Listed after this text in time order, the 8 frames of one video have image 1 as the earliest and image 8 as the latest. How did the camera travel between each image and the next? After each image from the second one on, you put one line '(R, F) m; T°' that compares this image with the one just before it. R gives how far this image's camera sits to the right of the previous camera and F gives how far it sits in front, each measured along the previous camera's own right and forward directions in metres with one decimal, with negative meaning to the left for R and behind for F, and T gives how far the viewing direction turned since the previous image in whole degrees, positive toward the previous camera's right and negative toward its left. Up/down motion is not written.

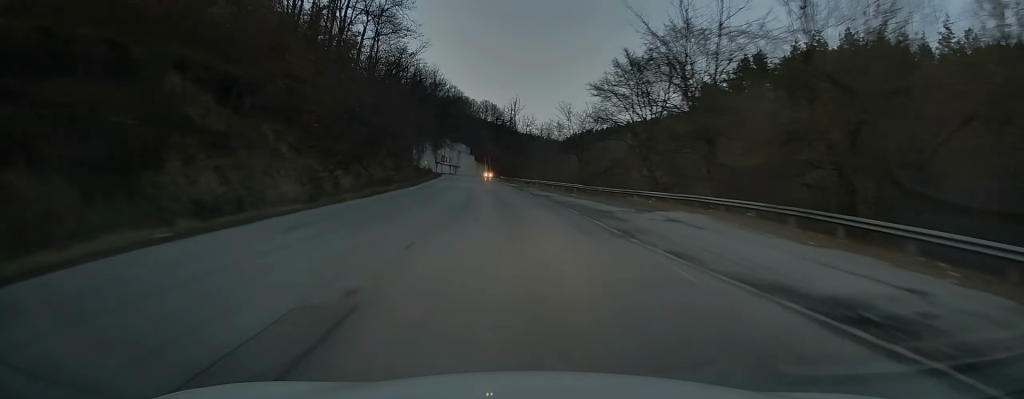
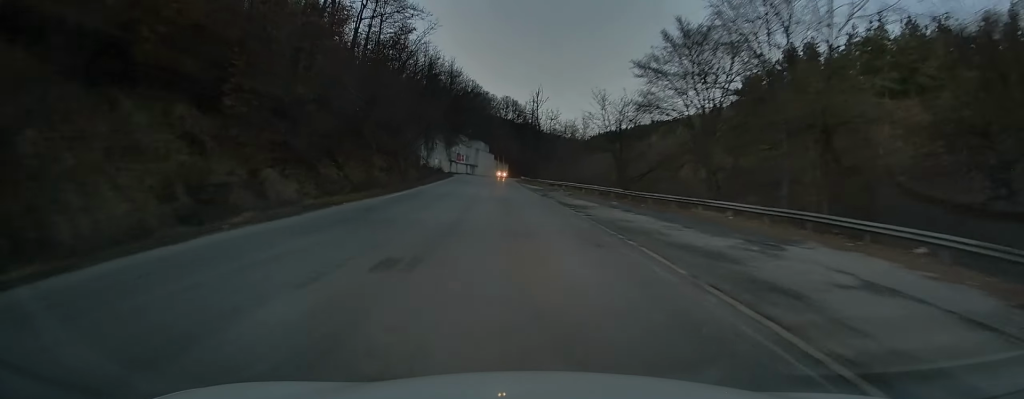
(-0.2, +11.3) m; -1°
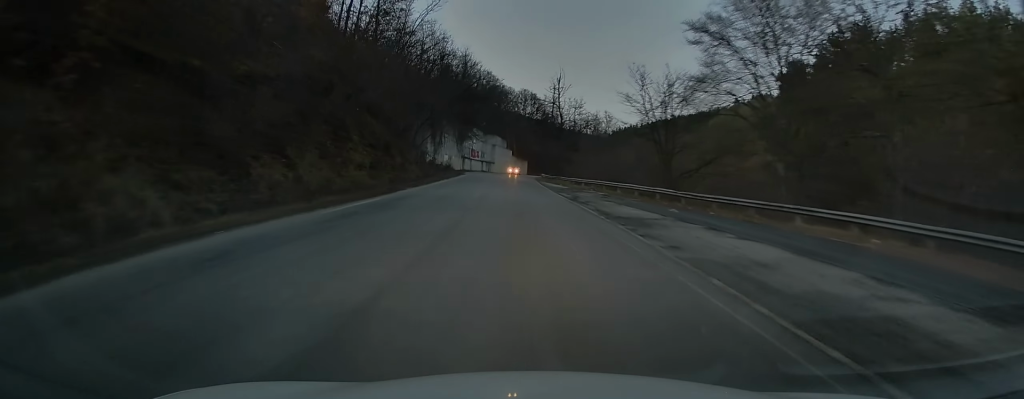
(0.0, +10.0) m; -1°
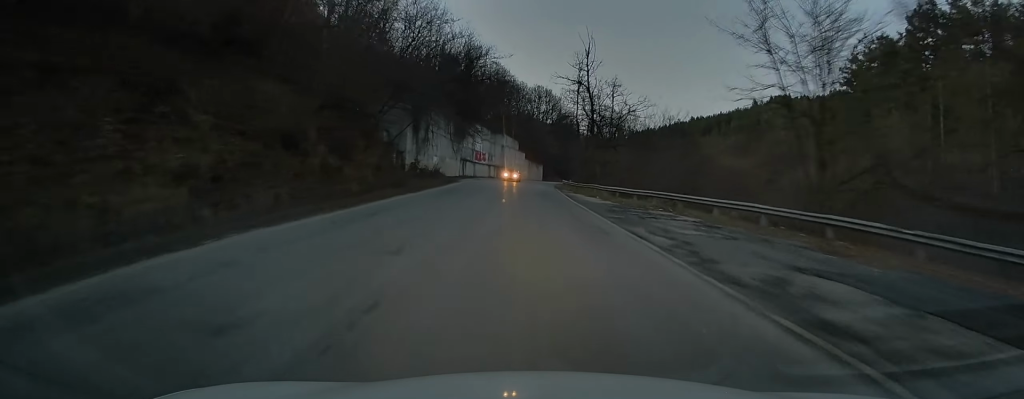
(-0.4, +20.1) m; -1°
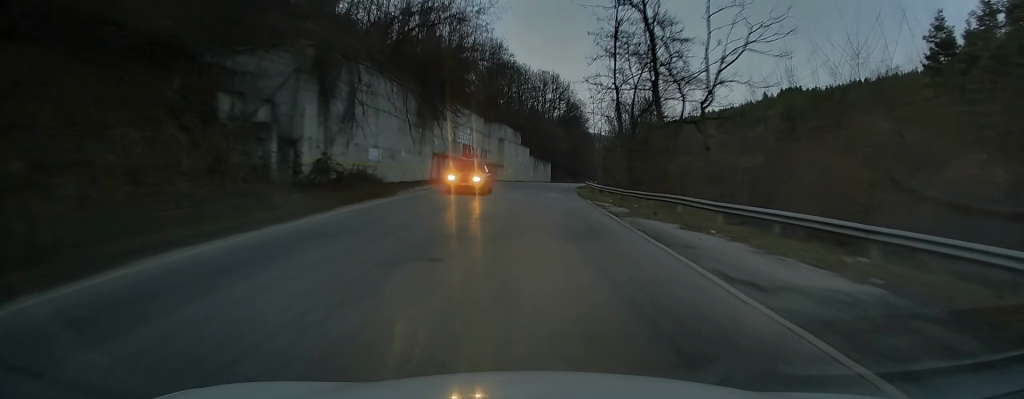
(0.0, +24.9) m; 0°
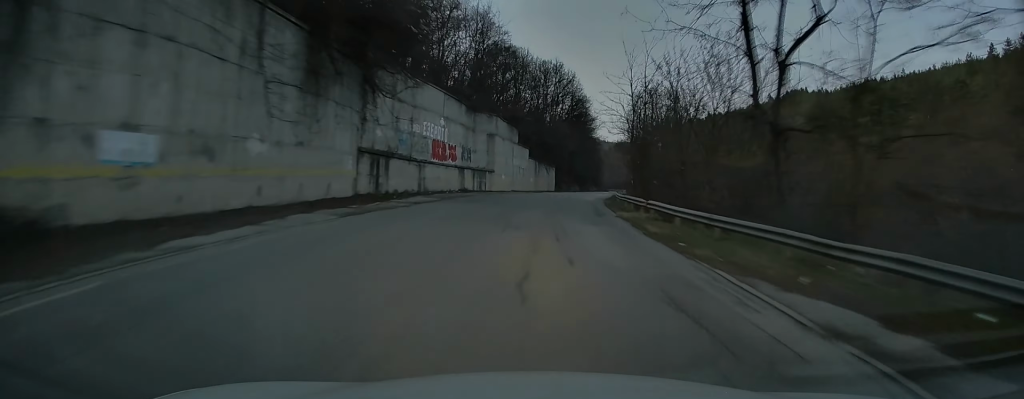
(+0.2, +22.0) m; +2°
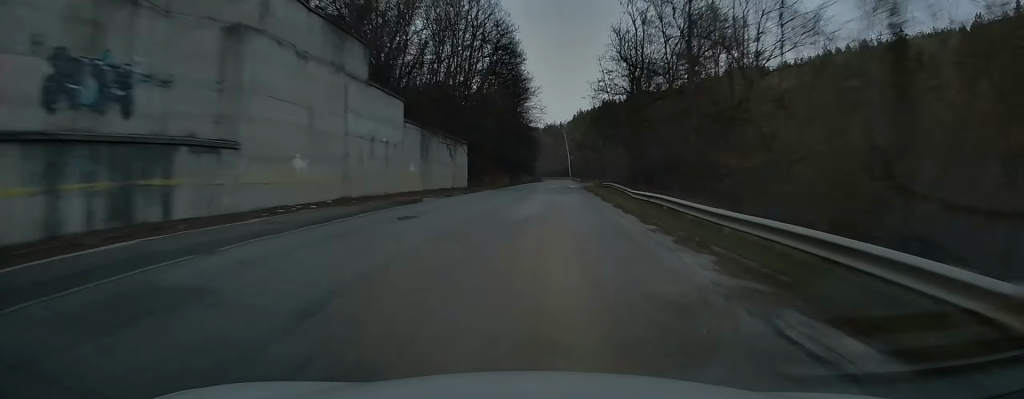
(+2.6, +45.3) m; +6°
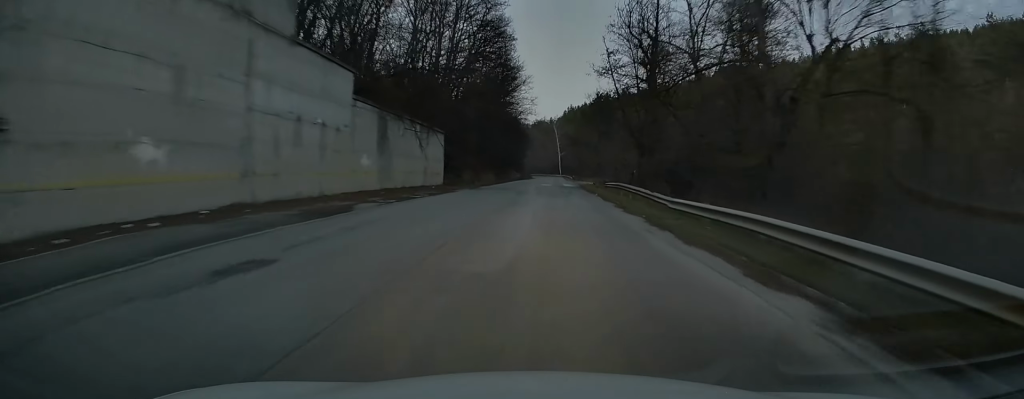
(+0.1, +9.5) m; +1°
